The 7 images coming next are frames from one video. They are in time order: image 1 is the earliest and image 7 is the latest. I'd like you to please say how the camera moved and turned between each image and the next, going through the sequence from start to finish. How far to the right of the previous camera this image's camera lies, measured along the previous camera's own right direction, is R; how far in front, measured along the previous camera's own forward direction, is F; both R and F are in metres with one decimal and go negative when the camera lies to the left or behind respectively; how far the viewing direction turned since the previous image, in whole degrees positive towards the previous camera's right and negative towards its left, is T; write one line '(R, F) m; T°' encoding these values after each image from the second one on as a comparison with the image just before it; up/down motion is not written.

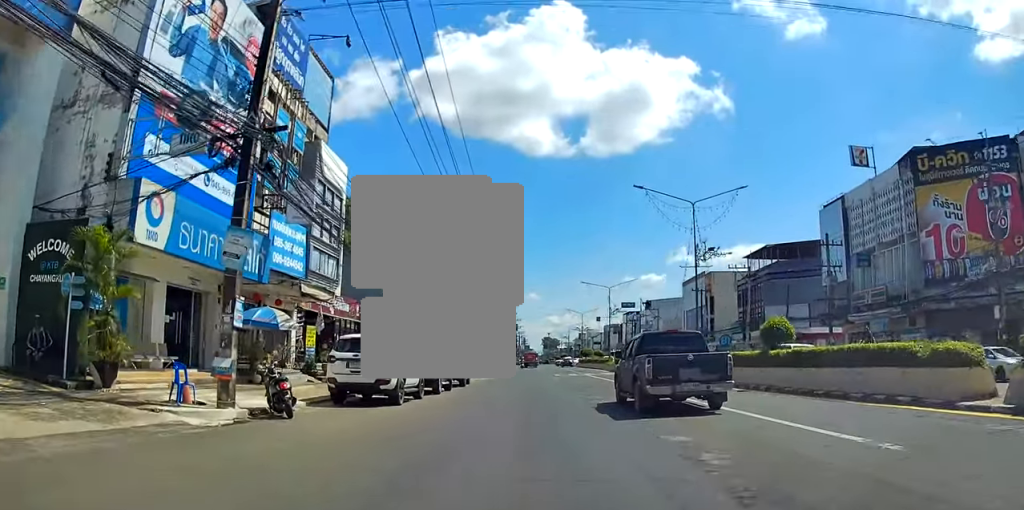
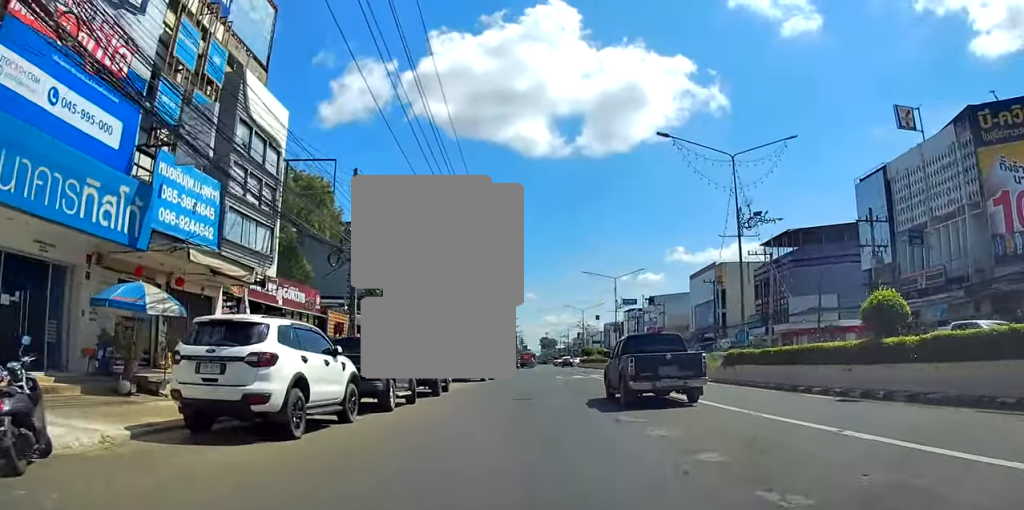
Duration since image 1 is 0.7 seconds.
(0.0, +7.4) m; +1°
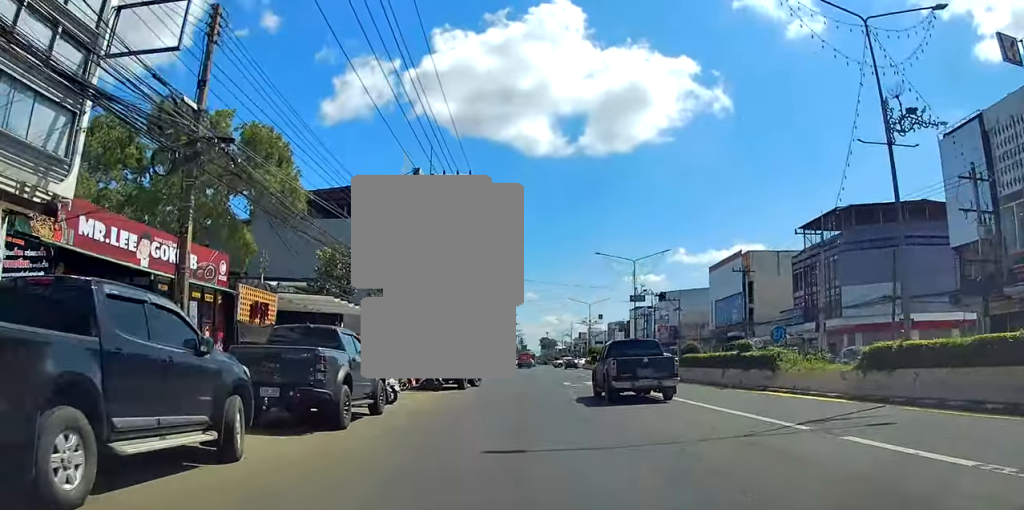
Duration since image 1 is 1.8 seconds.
(+0.3, +11.5) m; +3°
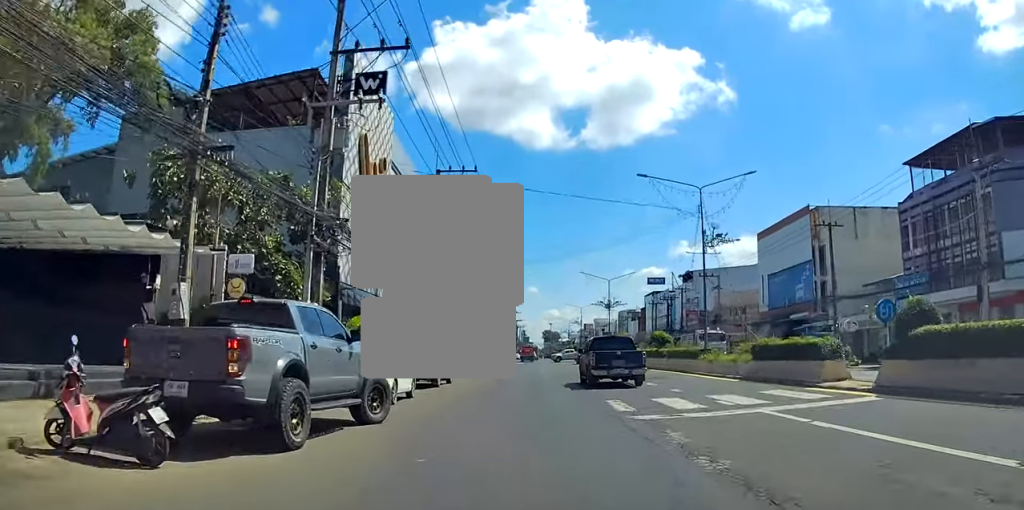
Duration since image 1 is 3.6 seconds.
(-0.3, +19.4) m; -2°
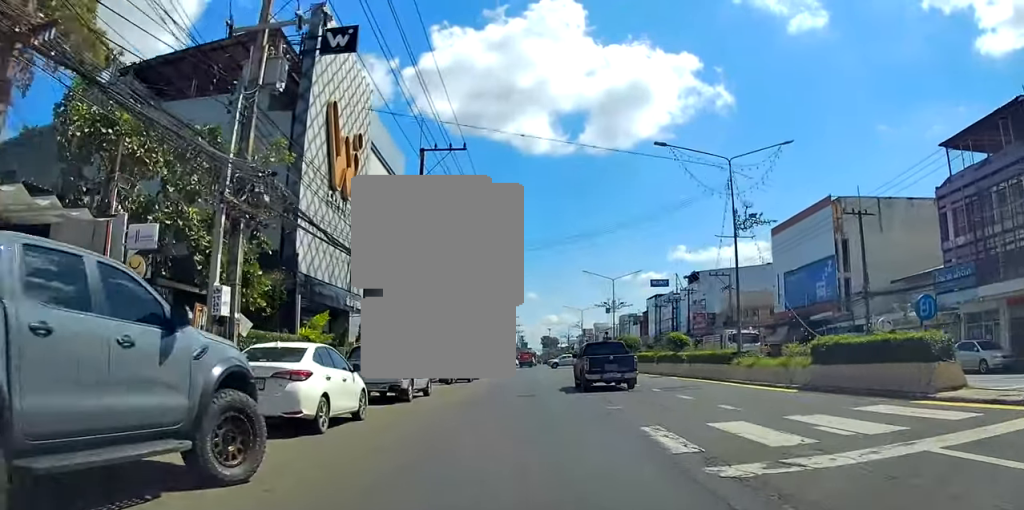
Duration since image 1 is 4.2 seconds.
(+0.1, +5.3) m; +1°
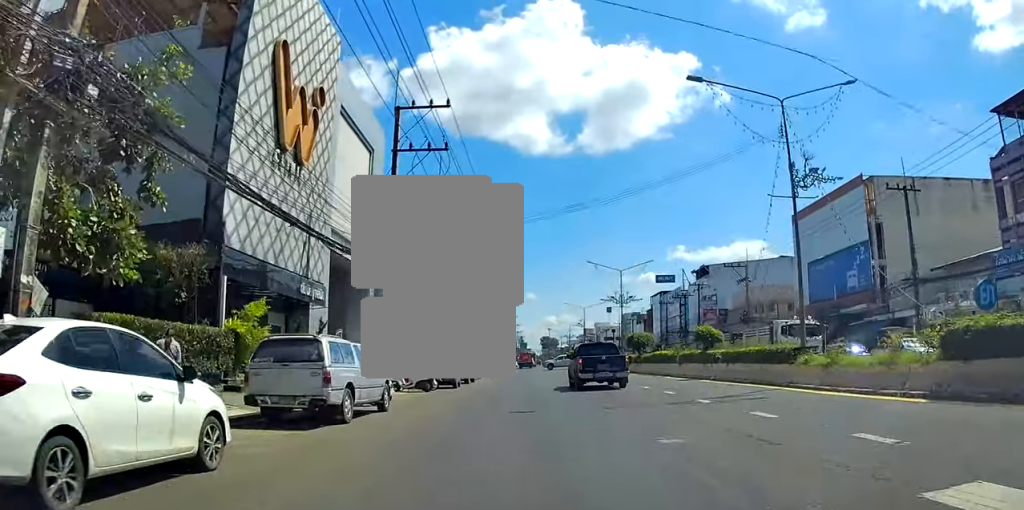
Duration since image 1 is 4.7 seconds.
(+0.1, +5.9) m; 0°
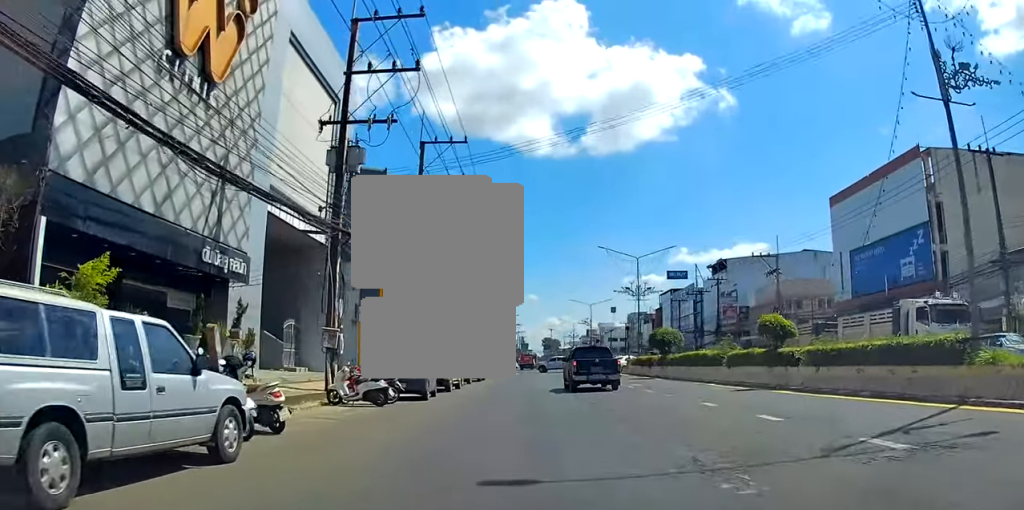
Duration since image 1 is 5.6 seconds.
(0.0, +8.2) m; -3°
